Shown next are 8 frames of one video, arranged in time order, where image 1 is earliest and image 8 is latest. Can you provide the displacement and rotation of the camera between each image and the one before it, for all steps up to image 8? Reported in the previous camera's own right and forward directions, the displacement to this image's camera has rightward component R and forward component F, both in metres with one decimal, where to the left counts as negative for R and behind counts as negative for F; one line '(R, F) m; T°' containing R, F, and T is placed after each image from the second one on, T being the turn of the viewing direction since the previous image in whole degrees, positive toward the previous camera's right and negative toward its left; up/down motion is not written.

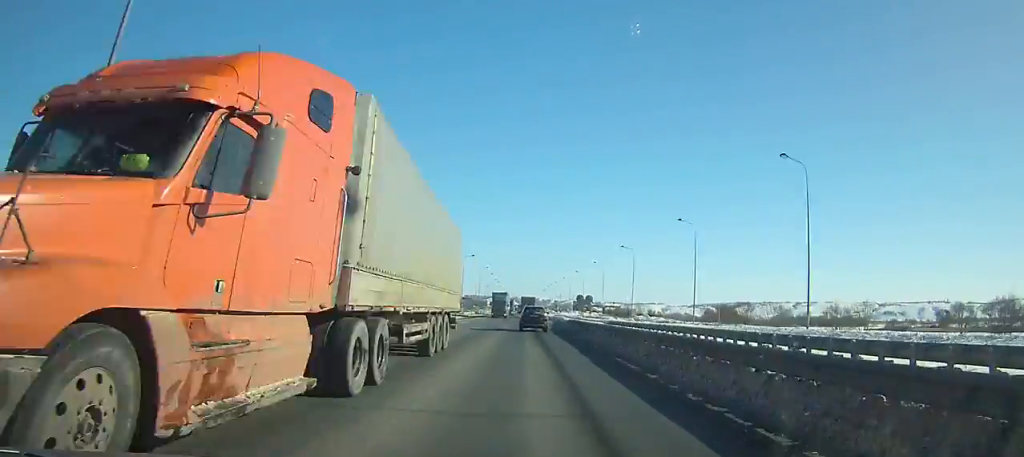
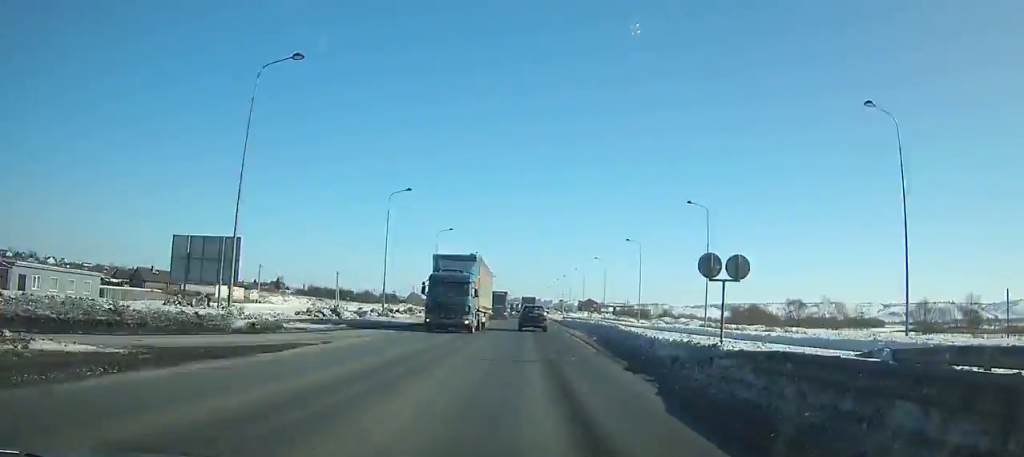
(+0.2, +37.5) m; 0°
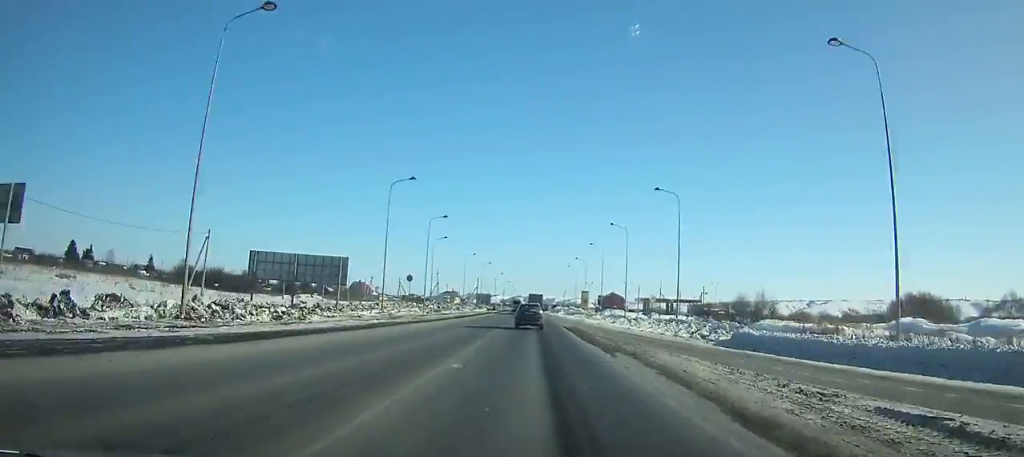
(-0.3, +118.1) m; 0°
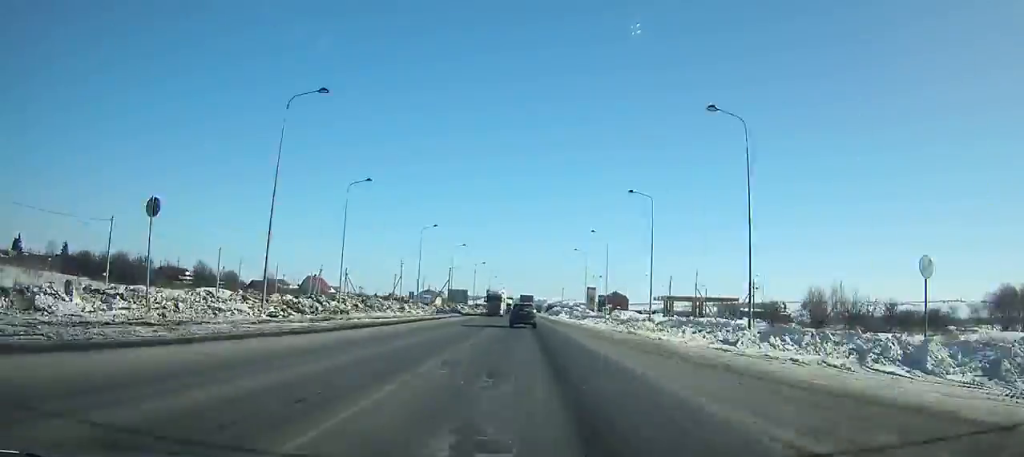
(+0.1, +41.7) m; 0°
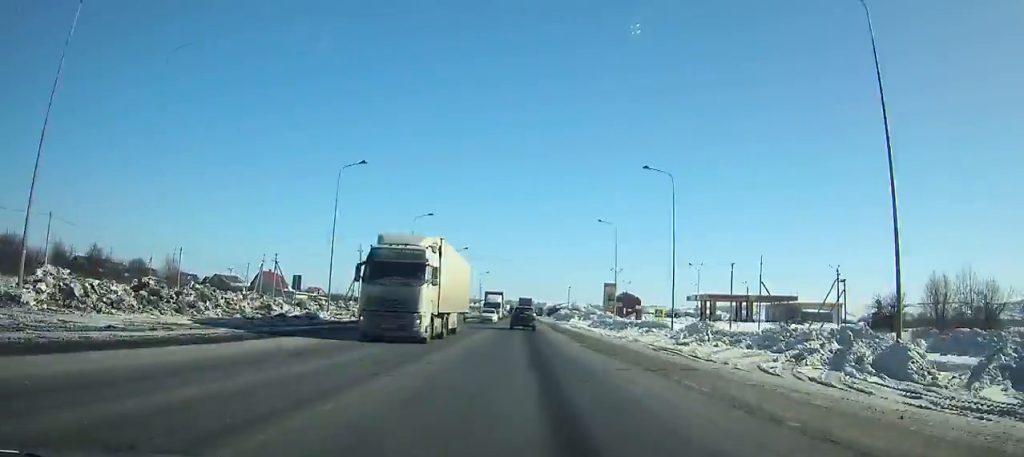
(+0.4, +36.5) m; 0°
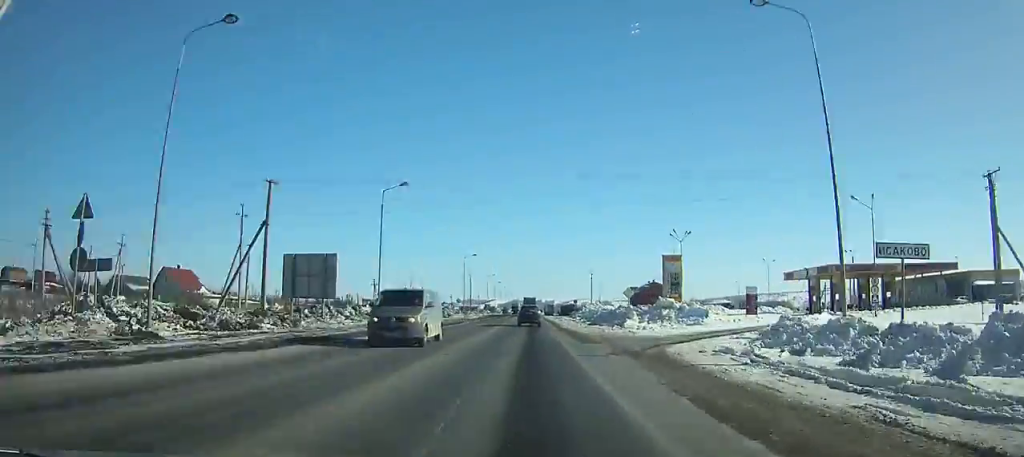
(-0.2, +48.6) m; 0°
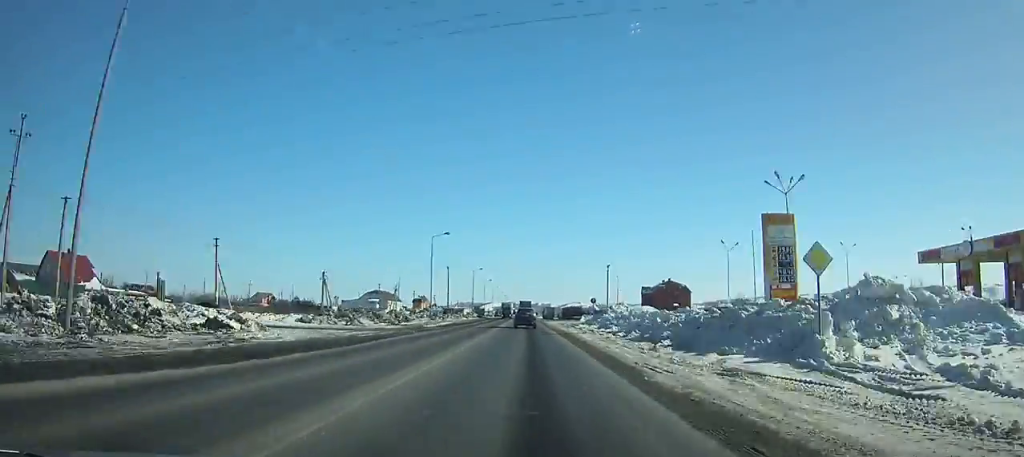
(-0.2, +31.6) m; 0°
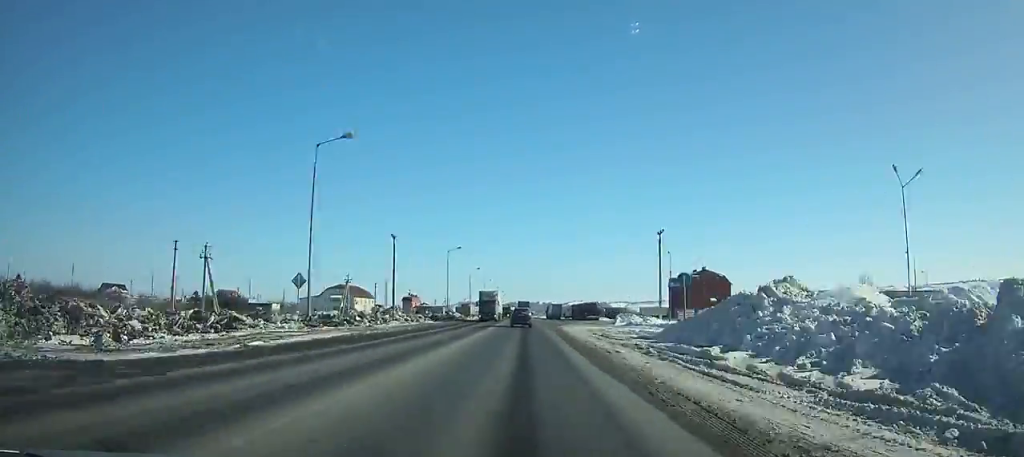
(+0.1, +39.8) m; 0°
